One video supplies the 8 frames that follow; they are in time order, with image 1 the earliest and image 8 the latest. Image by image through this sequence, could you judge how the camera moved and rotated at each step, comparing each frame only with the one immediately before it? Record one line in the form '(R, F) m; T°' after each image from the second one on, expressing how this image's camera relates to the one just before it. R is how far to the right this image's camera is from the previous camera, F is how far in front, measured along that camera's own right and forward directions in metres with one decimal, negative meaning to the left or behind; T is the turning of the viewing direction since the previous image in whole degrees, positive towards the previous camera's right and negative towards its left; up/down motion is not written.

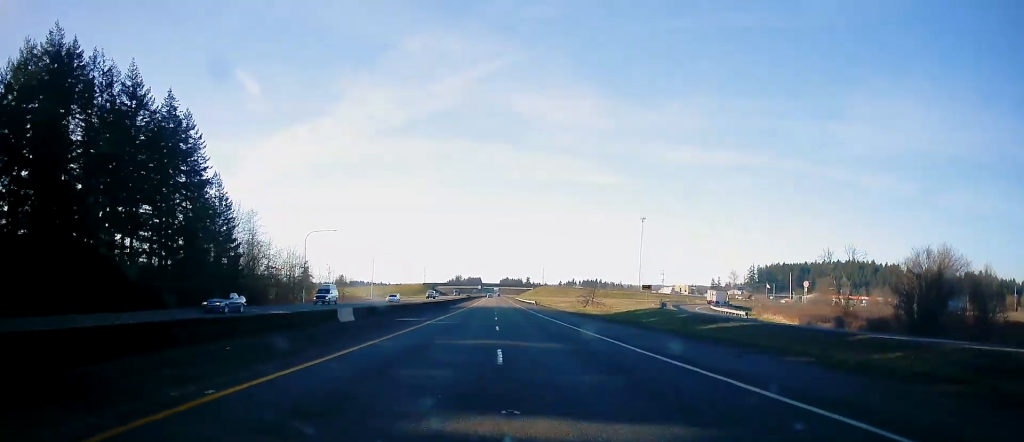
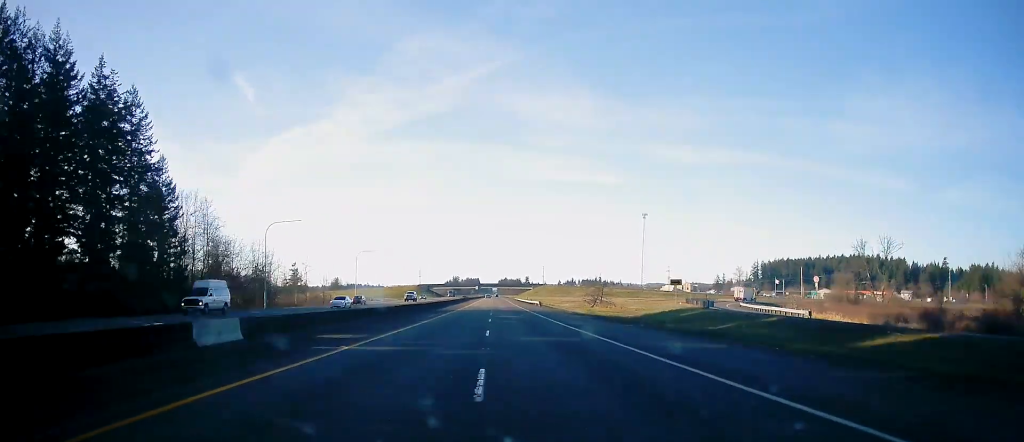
(-0.1, +16.6) m; 0°
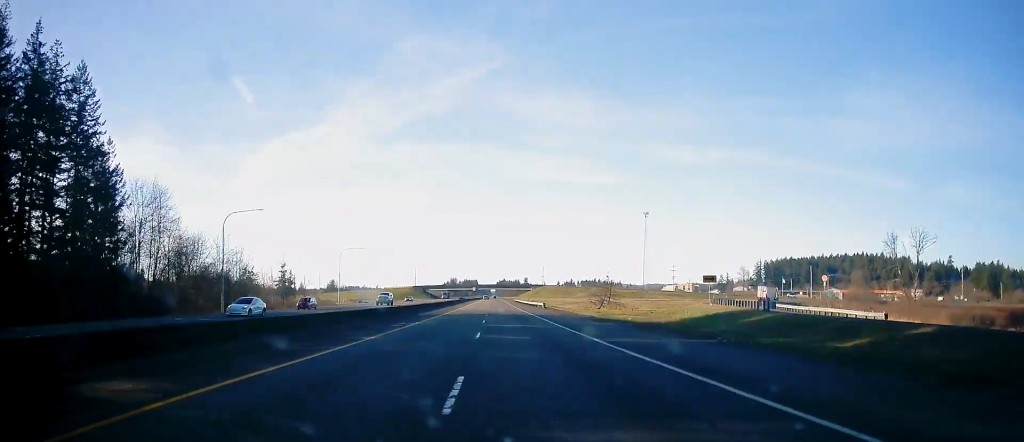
(0.0, +13.2) m; 0°
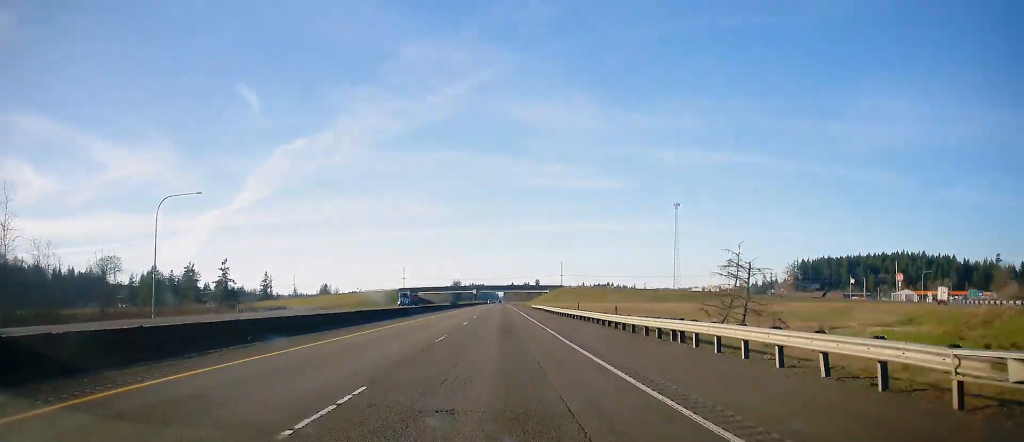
(+1.0, +74.9) m; 0°
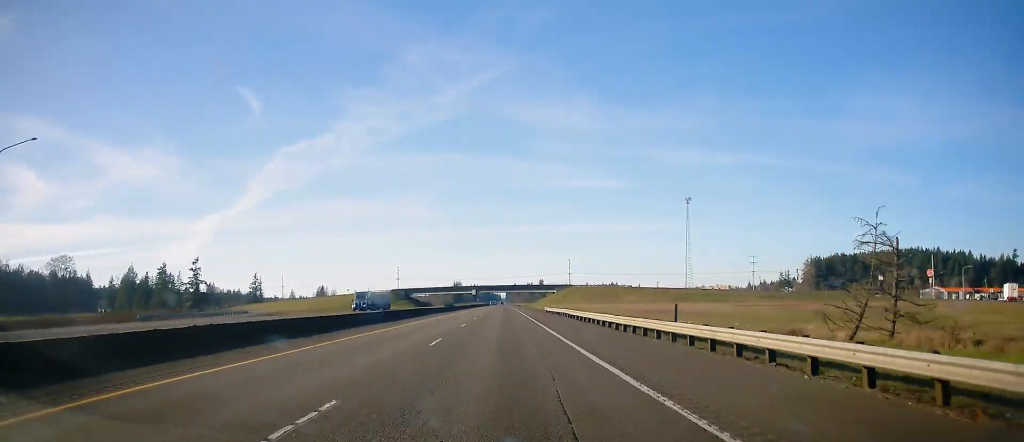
(-0.3, +25.3) m; -1°
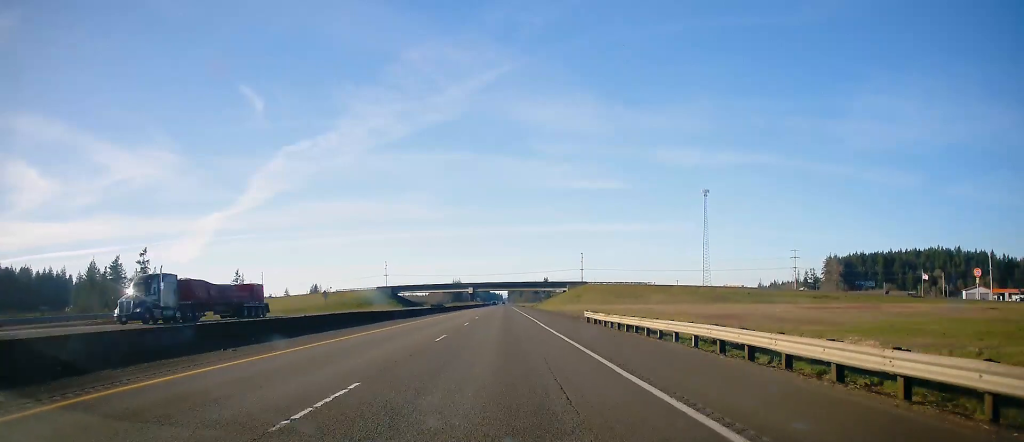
(0.0, +35.4) m; 0°
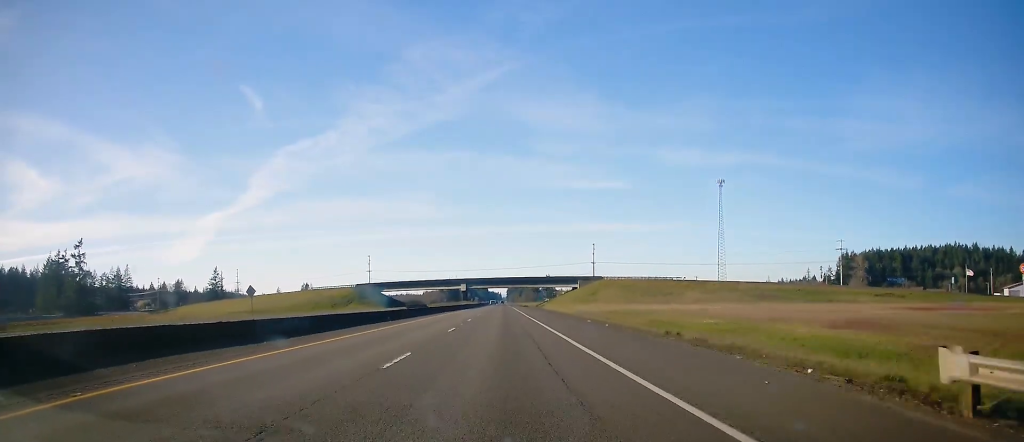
(0.0, +32.1) m; 0°
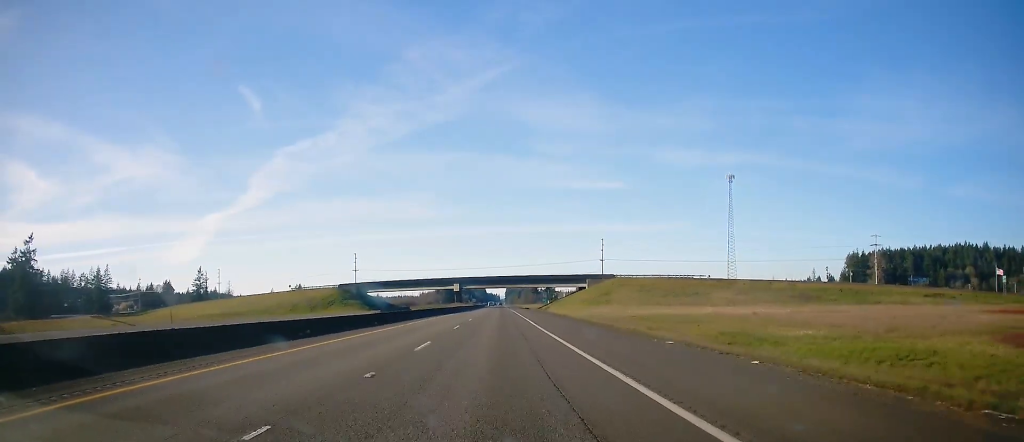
(0.0, +20.0) m; 0°
